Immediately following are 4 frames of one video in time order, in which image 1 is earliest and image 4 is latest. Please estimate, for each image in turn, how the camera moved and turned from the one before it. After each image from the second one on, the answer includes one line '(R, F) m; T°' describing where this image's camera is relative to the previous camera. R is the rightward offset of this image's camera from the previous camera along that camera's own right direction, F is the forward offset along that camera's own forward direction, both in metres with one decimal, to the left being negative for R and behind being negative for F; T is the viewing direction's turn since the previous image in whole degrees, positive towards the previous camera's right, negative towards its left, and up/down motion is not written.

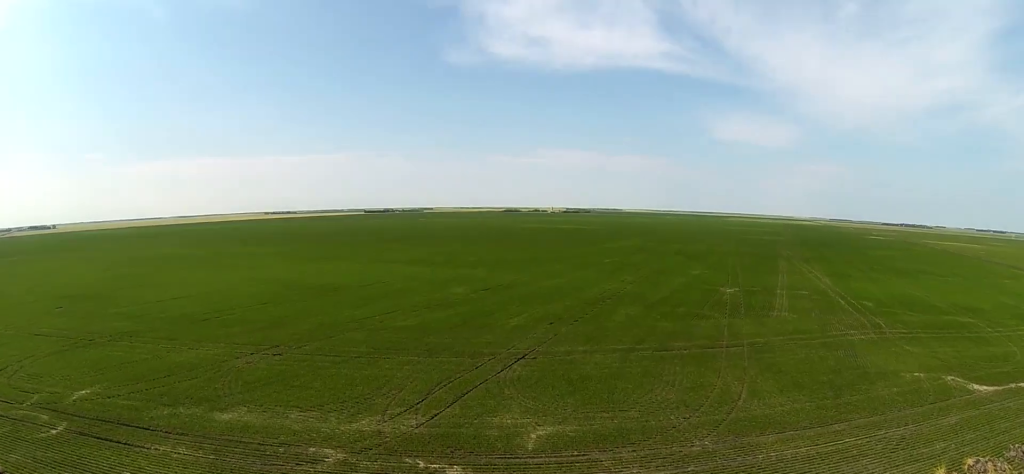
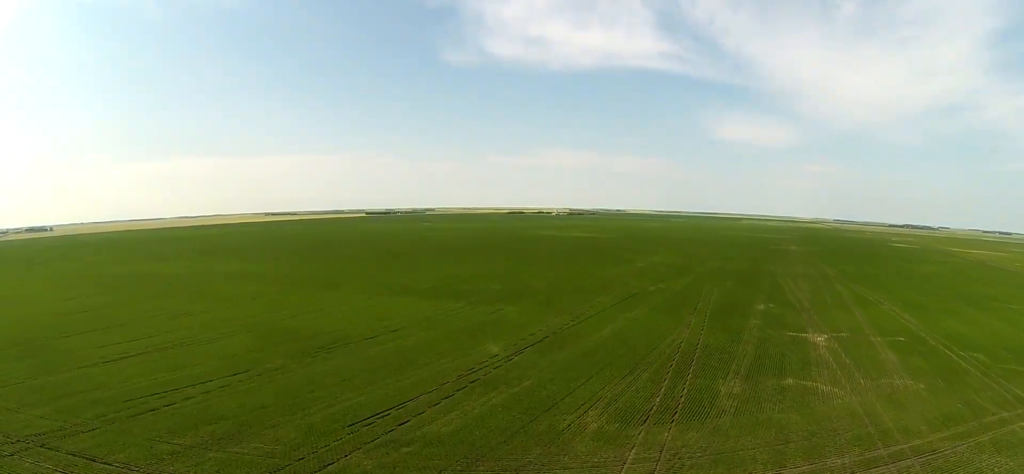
(-1.8, +36.3) m; -4°
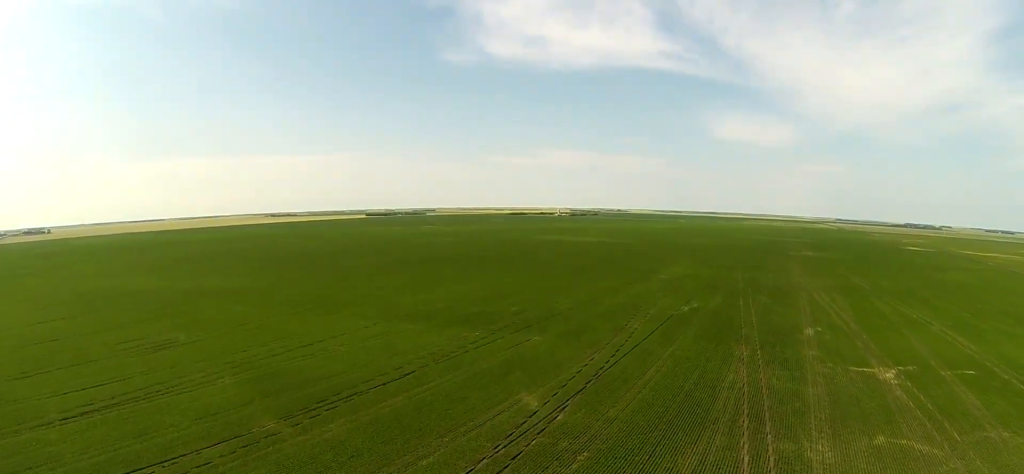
(0.0, +21.0) m; +1°
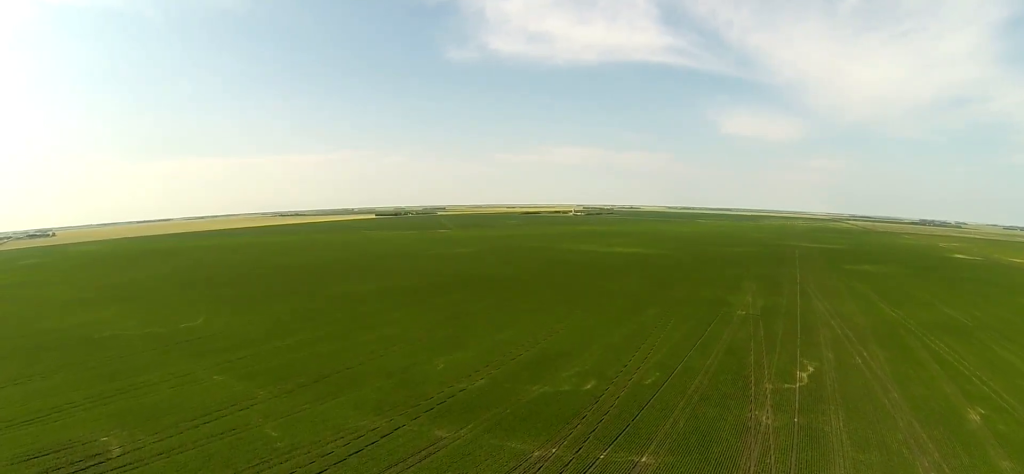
(+3.5, +52.5) m; +6°
